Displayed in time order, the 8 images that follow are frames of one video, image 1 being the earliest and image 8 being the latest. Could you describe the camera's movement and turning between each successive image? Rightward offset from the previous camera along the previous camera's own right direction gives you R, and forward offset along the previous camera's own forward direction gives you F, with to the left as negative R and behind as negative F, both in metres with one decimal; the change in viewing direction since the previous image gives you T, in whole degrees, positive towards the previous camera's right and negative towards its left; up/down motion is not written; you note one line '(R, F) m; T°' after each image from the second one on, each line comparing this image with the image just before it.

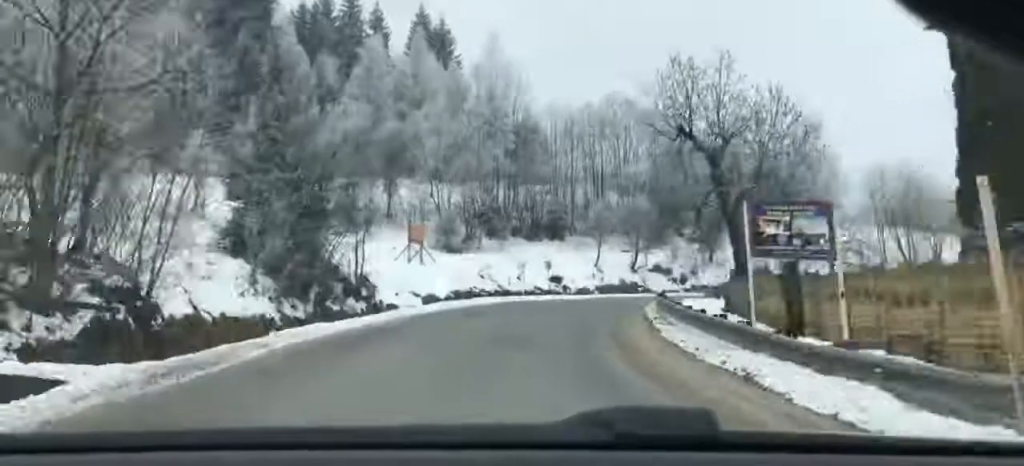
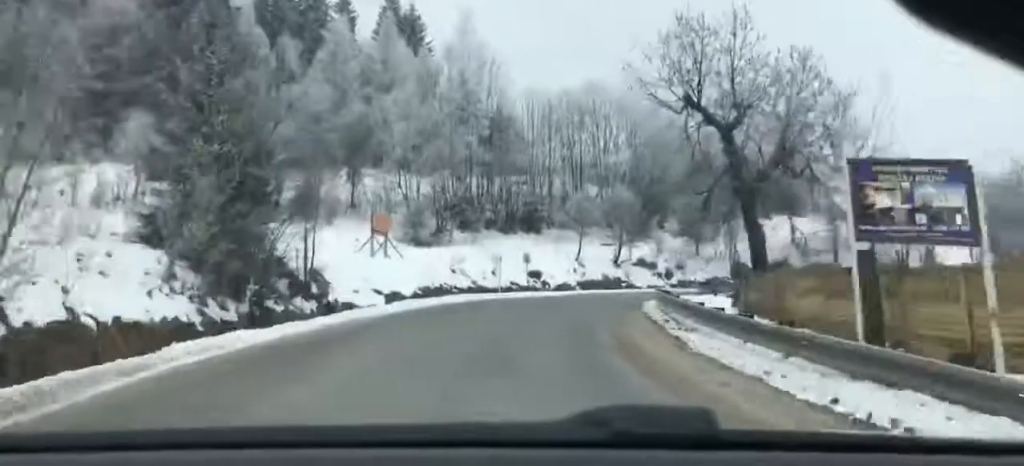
(0.0, +3.1) m; 0°
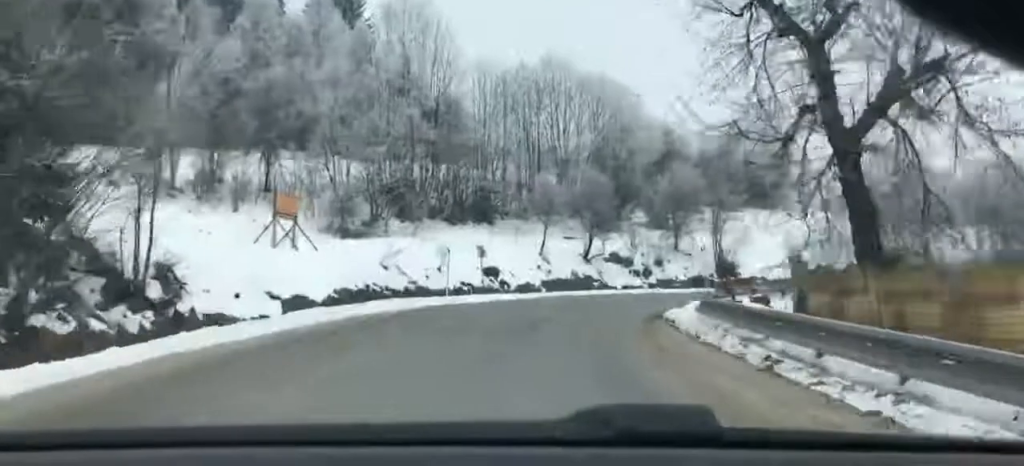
(+0.1, +7.7) m; +3°
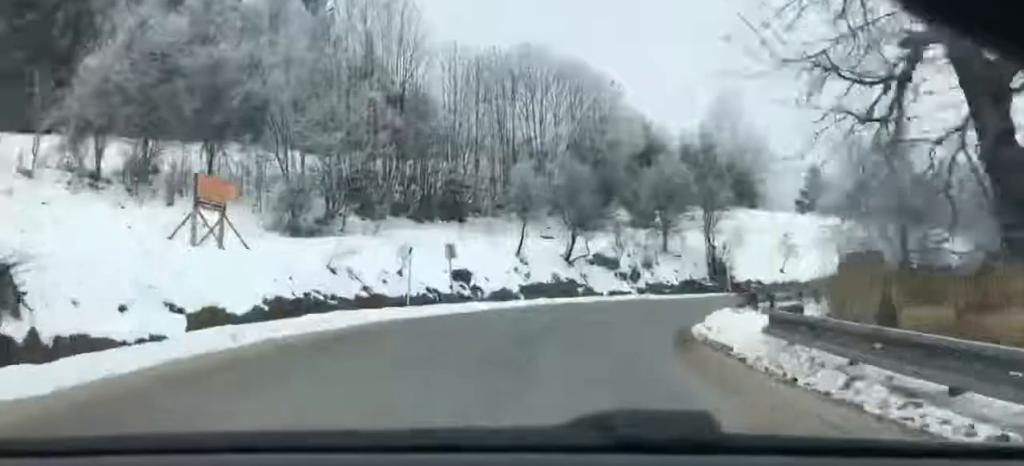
(0.0, +4.6) m; +4°
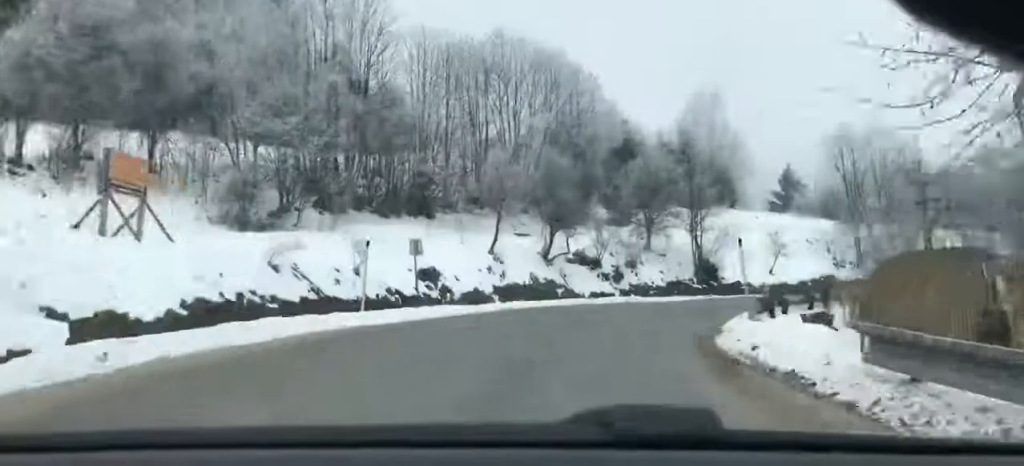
(+0.2, +3.7) m; +3°
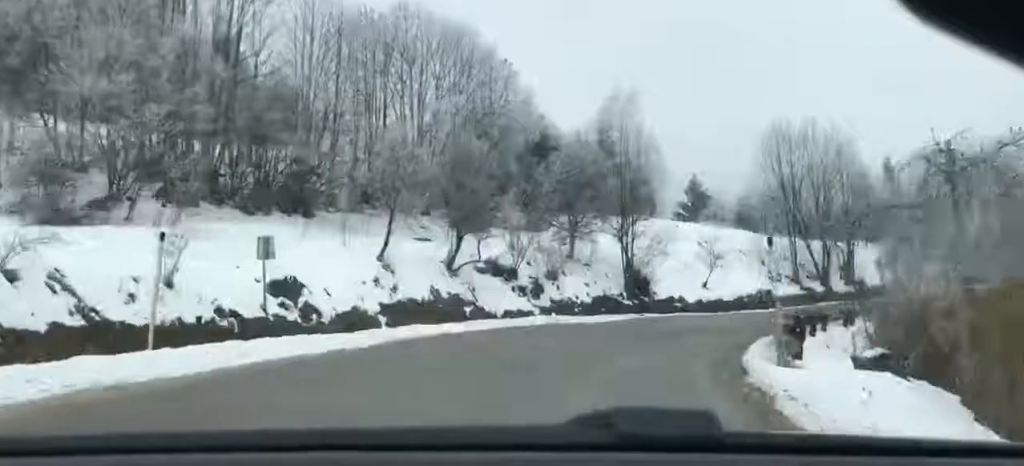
(+0.4, +7.9) m; +6°
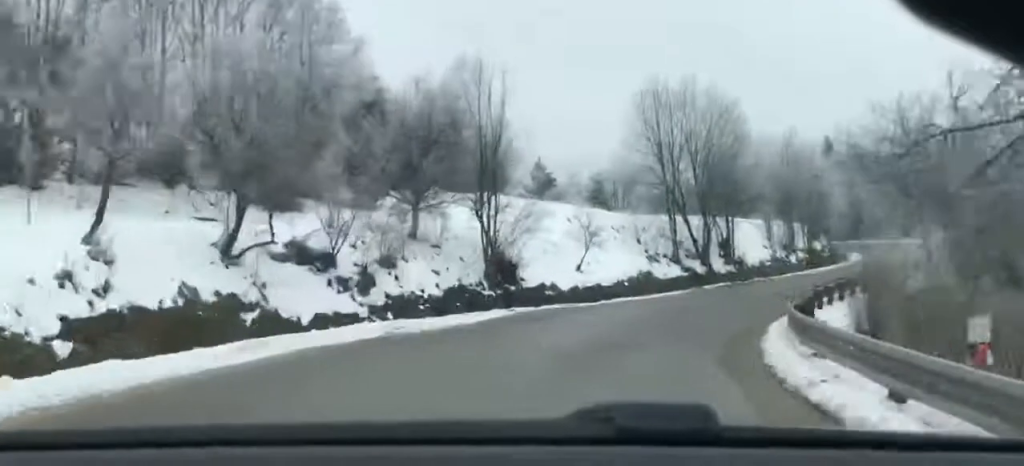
(+0.9, +11.6) m; +10°
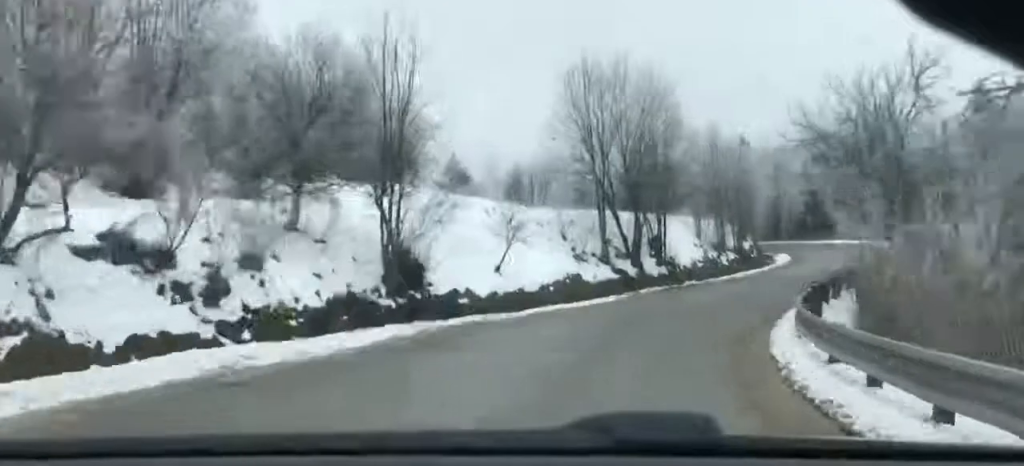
(+0.3, +6.7) m; +4°
